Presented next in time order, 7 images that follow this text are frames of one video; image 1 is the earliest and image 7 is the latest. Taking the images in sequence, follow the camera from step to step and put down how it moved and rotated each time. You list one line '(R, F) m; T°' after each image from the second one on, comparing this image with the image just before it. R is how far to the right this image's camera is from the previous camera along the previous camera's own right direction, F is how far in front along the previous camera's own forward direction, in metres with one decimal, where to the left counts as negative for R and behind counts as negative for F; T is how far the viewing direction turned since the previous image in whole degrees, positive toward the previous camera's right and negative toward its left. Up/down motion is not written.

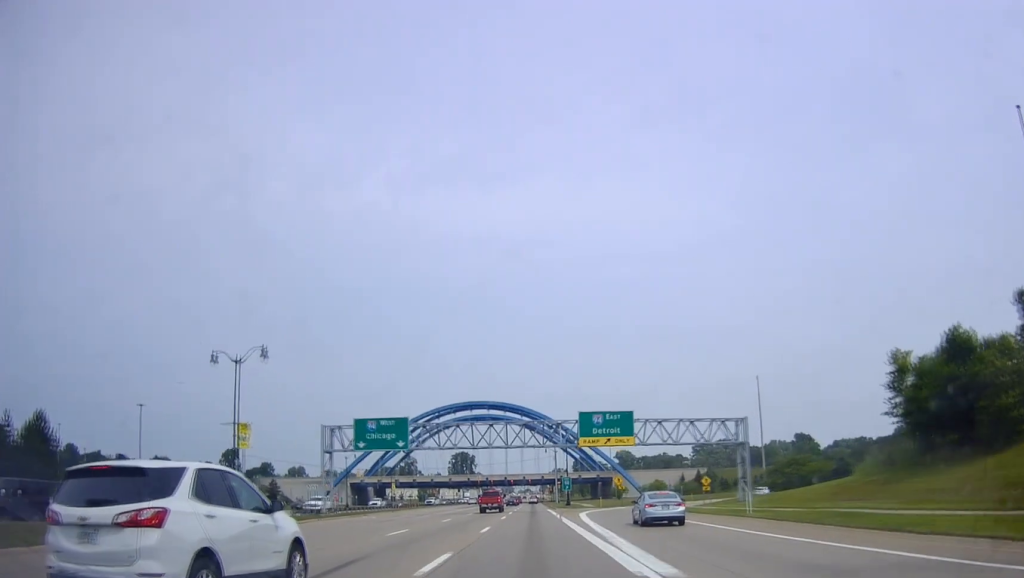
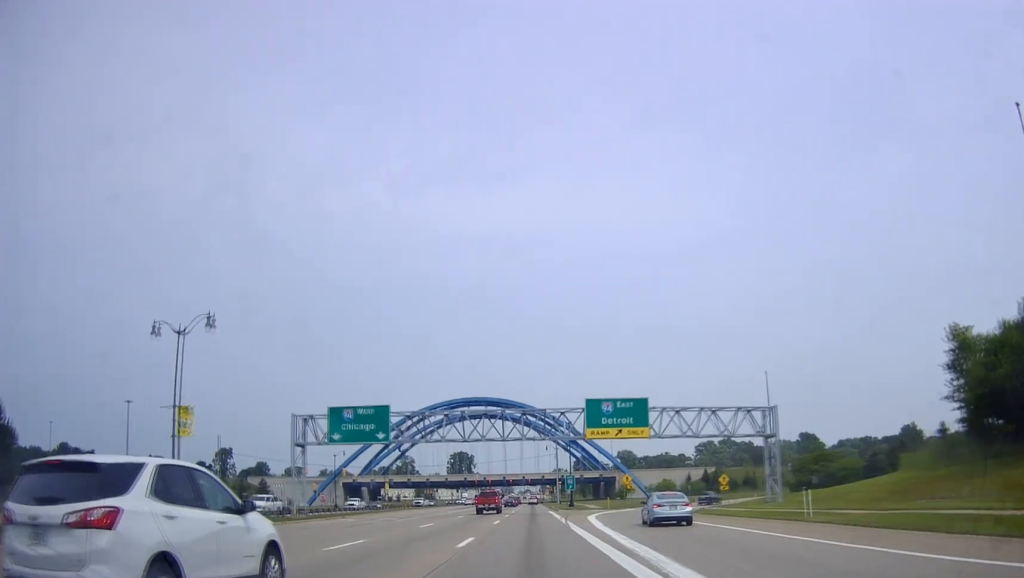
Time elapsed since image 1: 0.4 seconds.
(0.0, +8.4) m; 0°
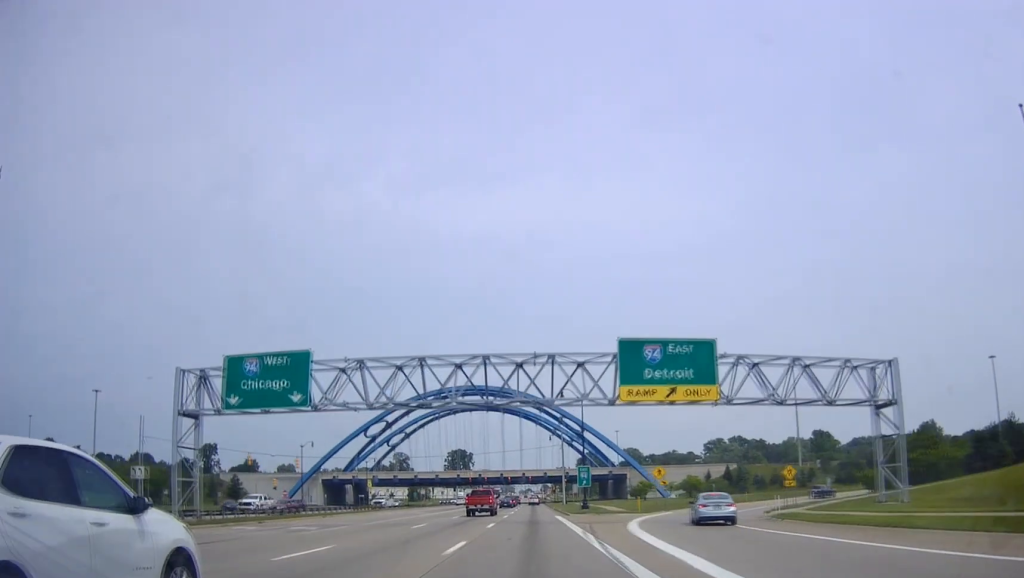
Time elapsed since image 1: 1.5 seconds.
(0.0, +20.8) m; 0°
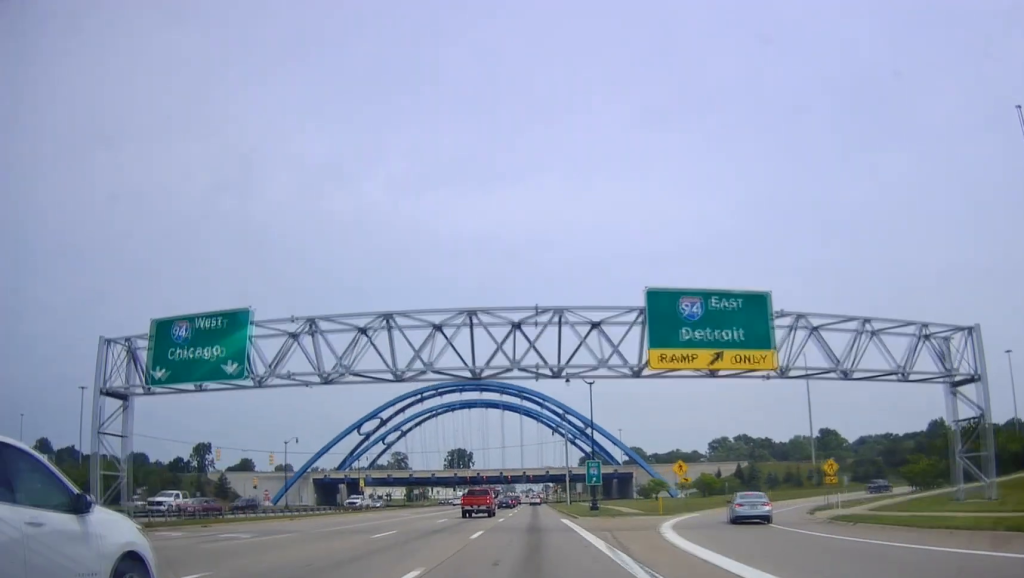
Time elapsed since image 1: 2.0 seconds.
(0.0, +8.3) m; 0°
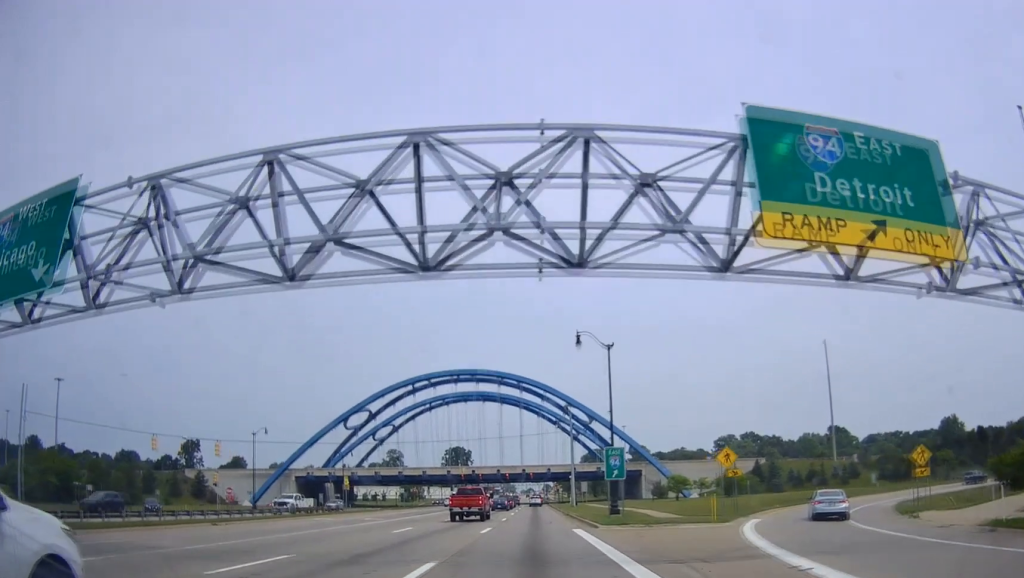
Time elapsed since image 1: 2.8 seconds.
(0.0, +13.4) m; -1°
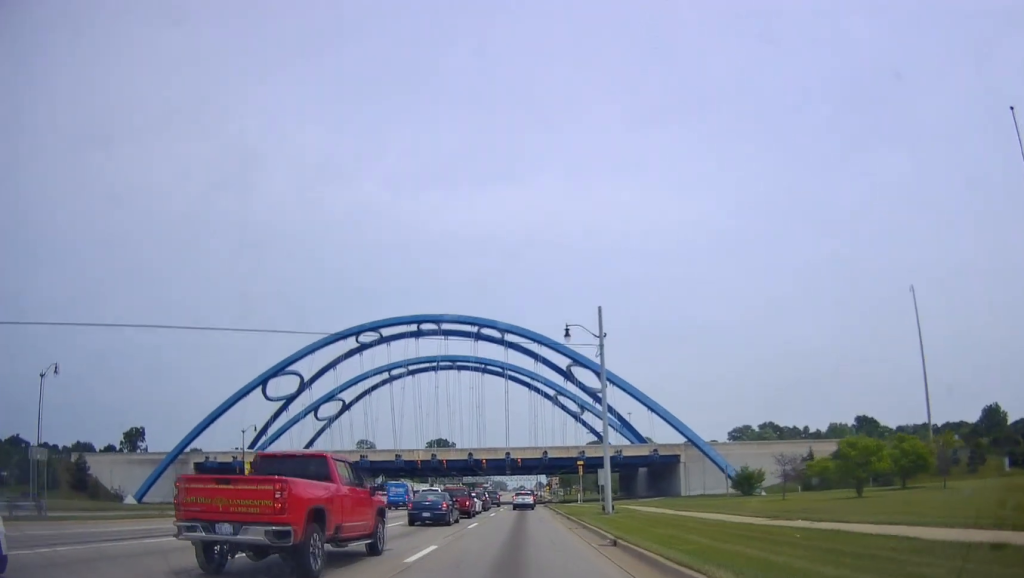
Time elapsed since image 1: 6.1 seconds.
(-1.0, +50.6) m; +1°
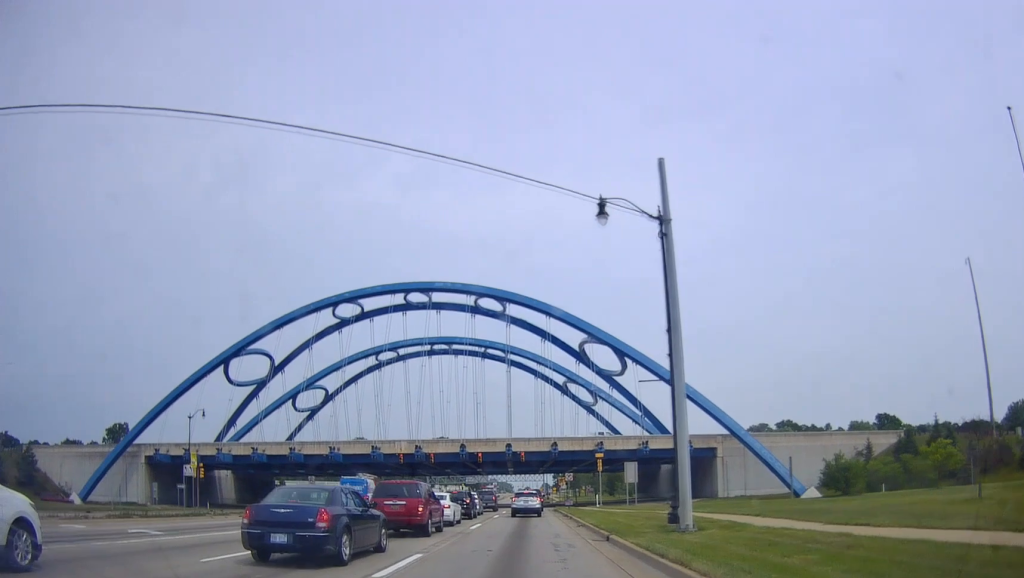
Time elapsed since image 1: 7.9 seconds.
(0.0, +20.6) m; 0°
